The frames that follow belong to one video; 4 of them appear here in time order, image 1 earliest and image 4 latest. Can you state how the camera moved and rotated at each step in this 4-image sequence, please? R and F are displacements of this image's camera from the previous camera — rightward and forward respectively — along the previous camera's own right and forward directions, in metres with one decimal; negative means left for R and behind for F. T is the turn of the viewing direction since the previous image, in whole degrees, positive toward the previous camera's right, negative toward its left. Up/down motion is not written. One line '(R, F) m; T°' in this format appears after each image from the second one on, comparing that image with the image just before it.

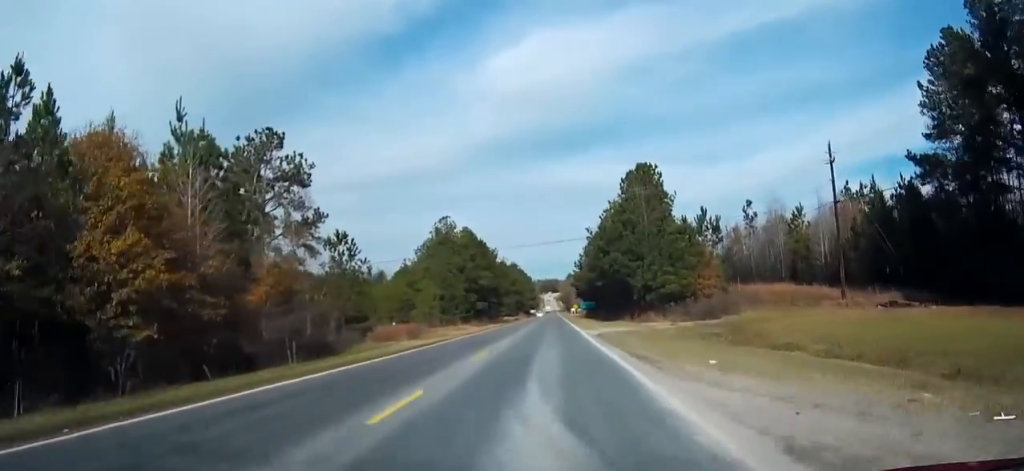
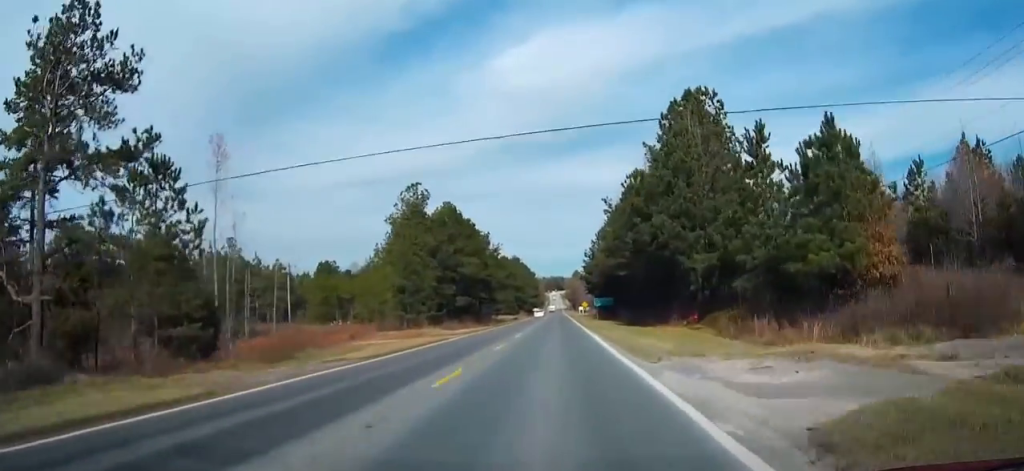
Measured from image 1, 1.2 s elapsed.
(-0.1, +29.0) m; 0°
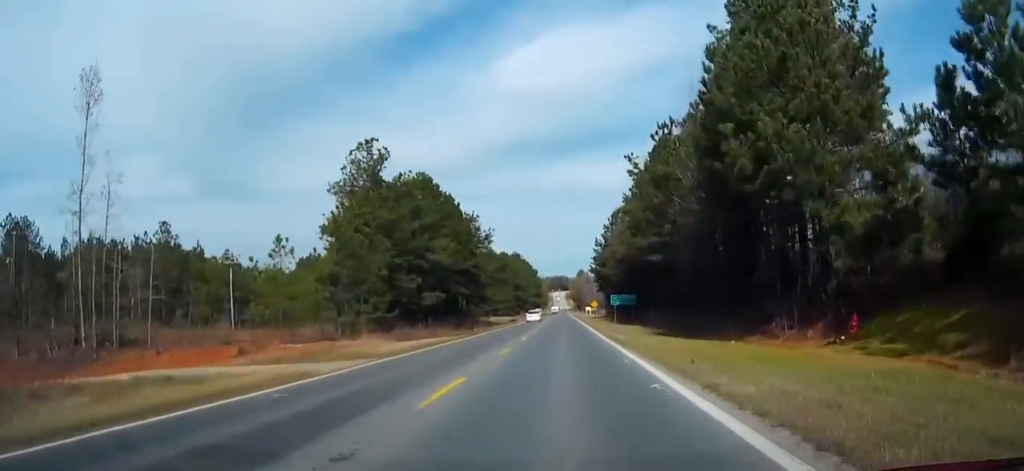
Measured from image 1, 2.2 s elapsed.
(-0.1, +23.4) m; 0°
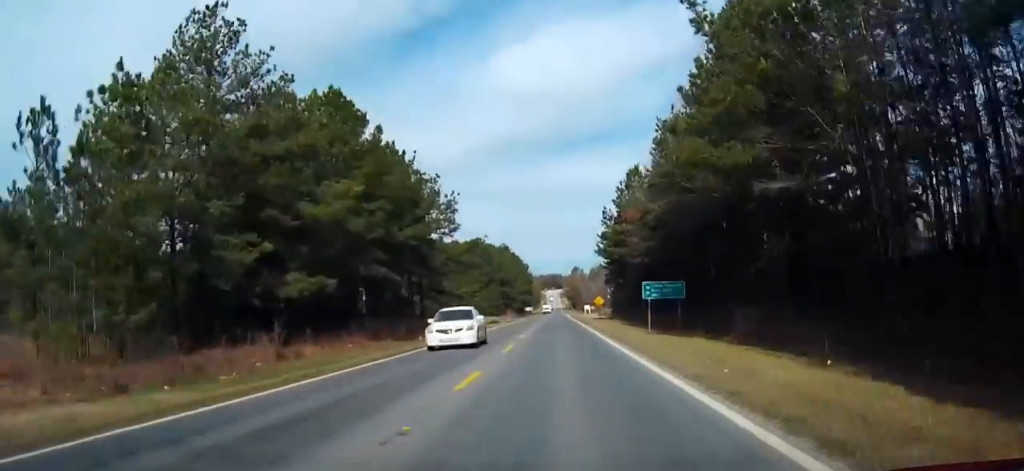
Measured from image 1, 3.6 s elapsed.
(0.0, +31.1) m; 0°
